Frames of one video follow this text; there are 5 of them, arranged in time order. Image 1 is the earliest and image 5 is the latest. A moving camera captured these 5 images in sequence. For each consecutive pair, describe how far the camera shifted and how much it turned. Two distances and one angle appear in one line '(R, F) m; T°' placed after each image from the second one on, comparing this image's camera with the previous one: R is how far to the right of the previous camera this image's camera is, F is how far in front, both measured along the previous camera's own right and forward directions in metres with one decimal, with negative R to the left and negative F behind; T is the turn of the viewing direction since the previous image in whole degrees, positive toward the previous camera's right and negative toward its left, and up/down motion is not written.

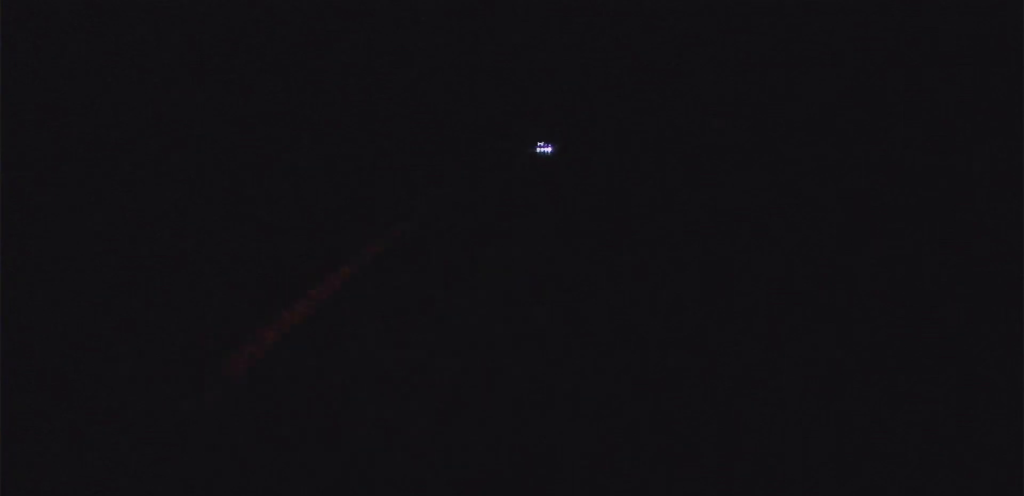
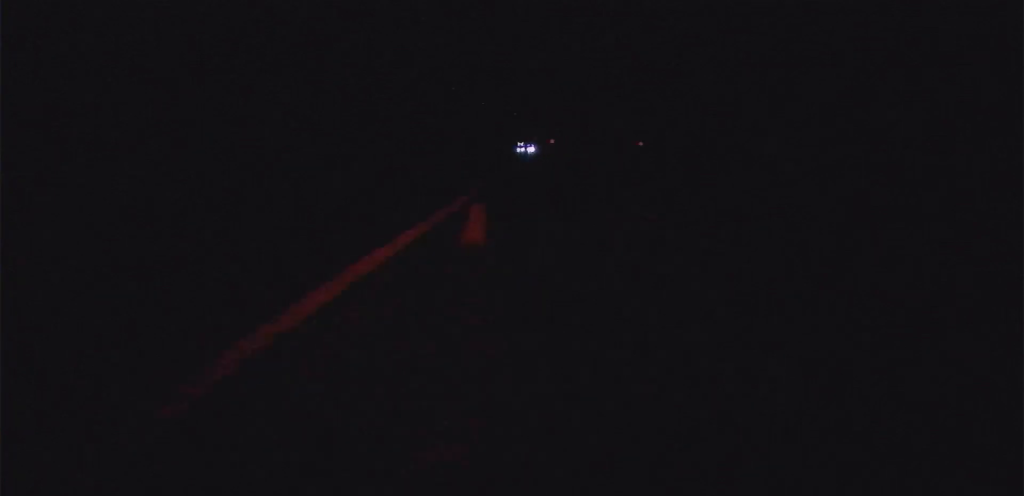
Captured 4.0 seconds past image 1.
(-0.4, +73.4) m; -2°
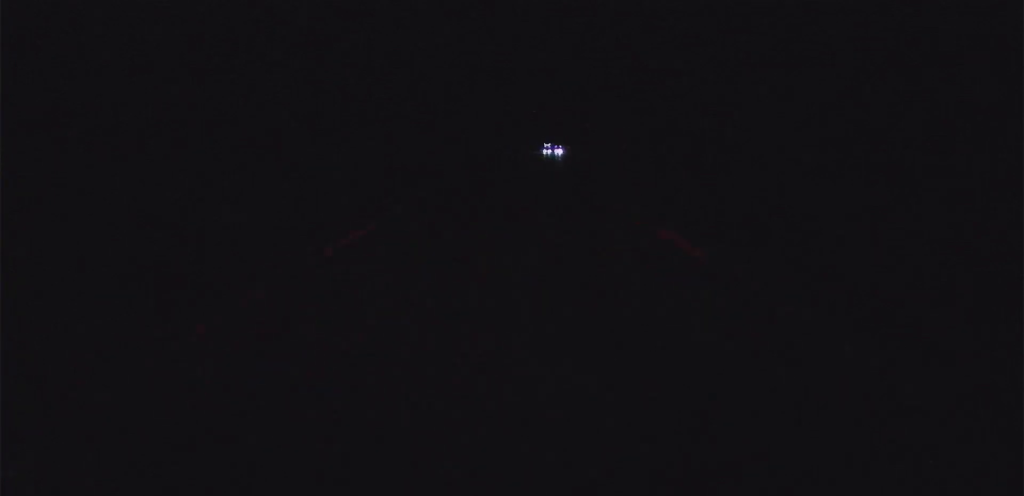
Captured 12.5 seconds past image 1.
(+0.3, +132.7) m; +8°
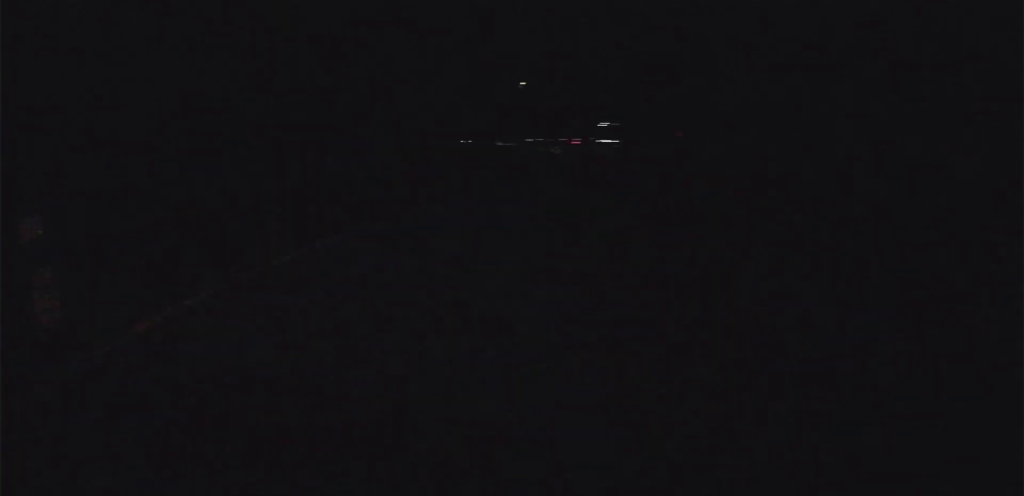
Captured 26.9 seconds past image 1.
(+30.6, +117.6) m; +11°
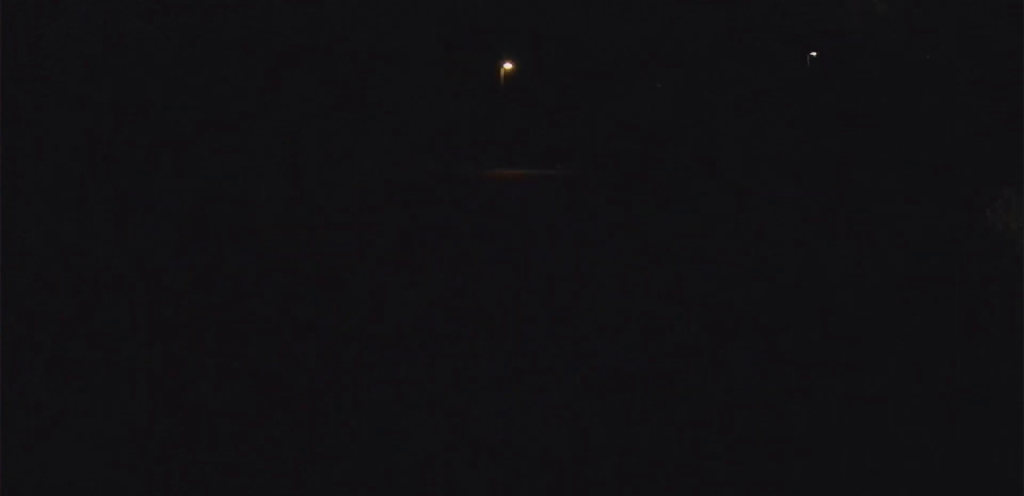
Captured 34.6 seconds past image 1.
(-10.0, +49.9) m; -18°
